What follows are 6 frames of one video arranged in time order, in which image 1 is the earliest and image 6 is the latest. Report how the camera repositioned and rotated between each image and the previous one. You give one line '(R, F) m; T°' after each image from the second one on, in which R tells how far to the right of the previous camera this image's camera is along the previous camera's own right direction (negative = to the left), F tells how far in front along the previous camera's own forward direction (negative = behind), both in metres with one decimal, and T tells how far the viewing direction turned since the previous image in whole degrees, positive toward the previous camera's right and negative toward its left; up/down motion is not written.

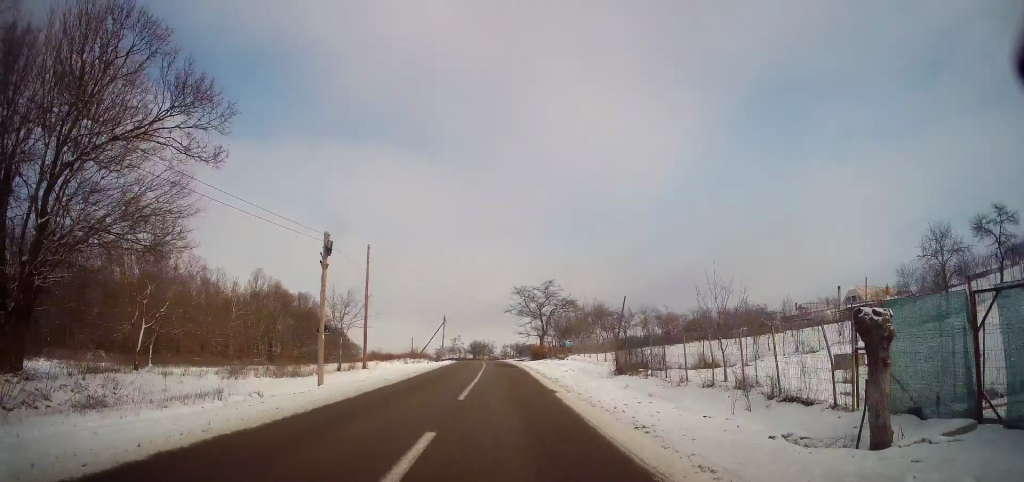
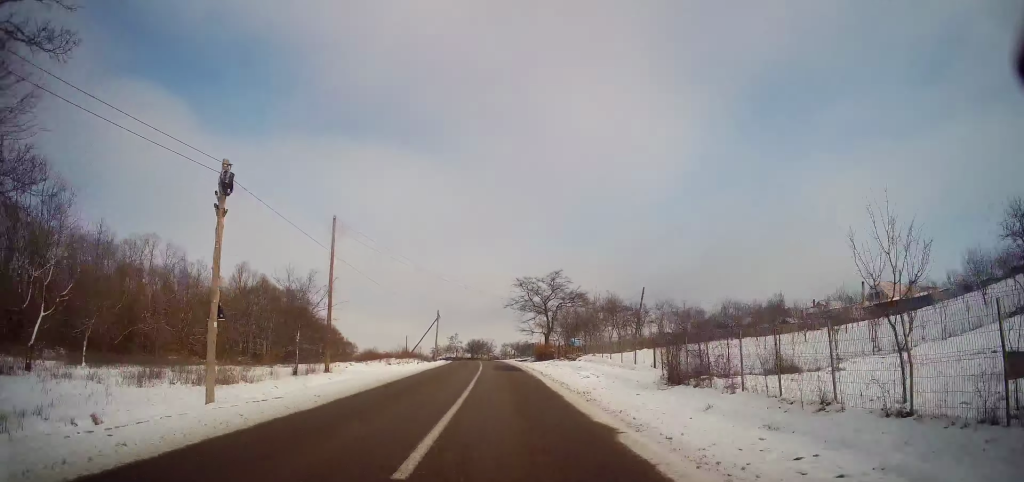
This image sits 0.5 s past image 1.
(+0.1, +8.0) m; 0°
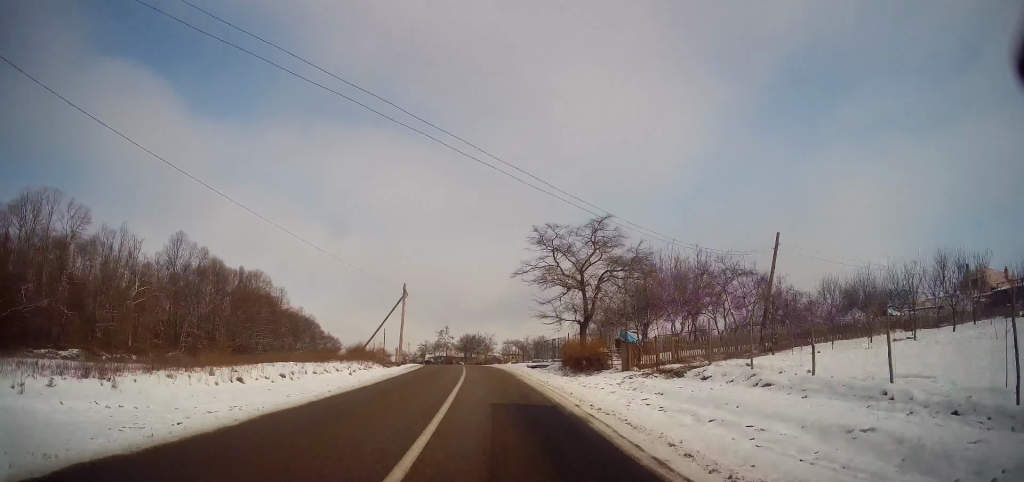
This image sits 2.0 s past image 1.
(-0.3, +26.2) m; 0°
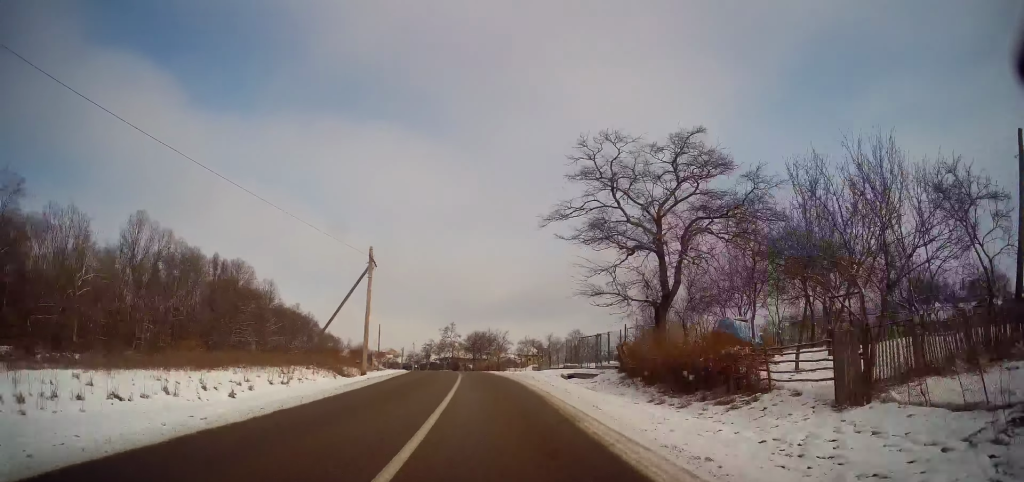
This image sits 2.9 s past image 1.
(+0.2, +15.4) m; -1°
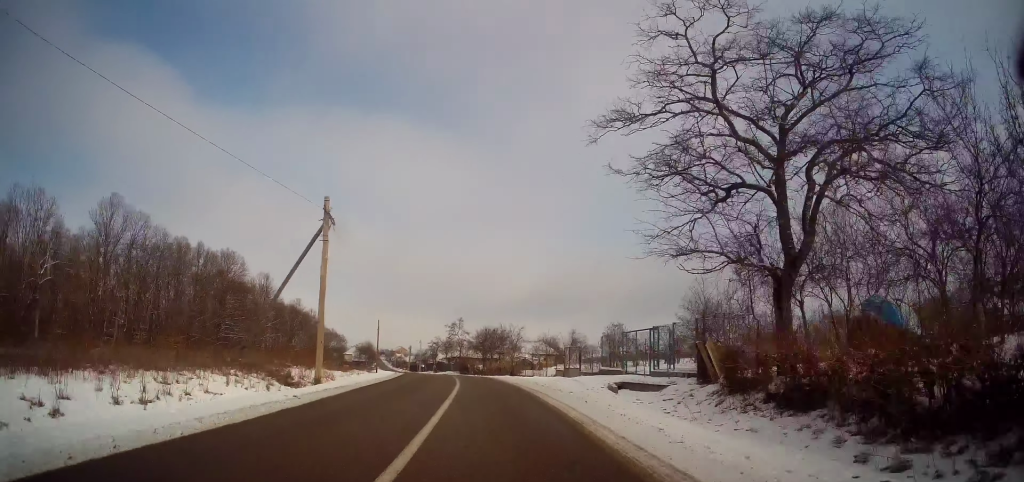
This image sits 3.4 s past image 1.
(-0.2, +9.2) m; -1°
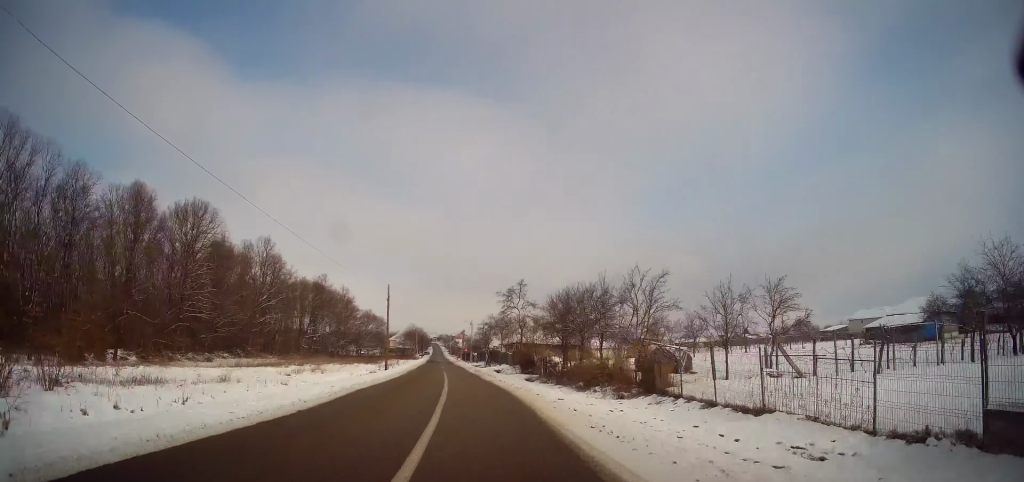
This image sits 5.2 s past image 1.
(-1.2, +30.4) m; -5°
